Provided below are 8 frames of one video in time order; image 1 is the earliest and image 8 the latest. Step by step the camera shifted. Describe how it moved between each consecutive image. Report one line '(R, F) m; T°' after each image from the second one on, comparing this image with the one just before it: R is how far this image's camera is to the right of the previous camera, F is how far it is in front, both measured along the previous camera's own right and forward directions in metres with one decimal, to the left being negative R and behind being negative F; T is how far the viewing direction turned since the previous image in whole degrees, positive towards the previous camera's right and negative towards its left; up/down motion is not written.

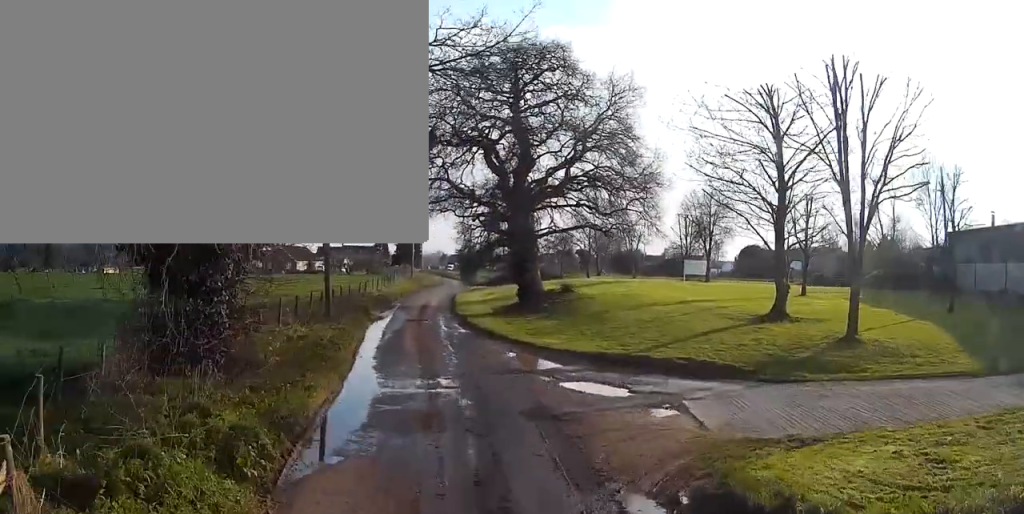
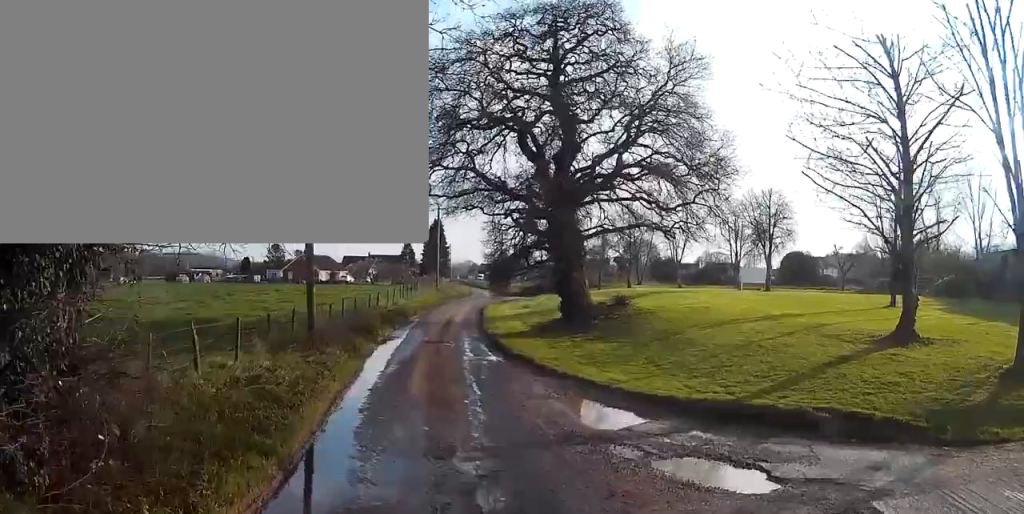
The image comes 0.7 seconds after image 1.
(-0.5, +6.7) m; -3°
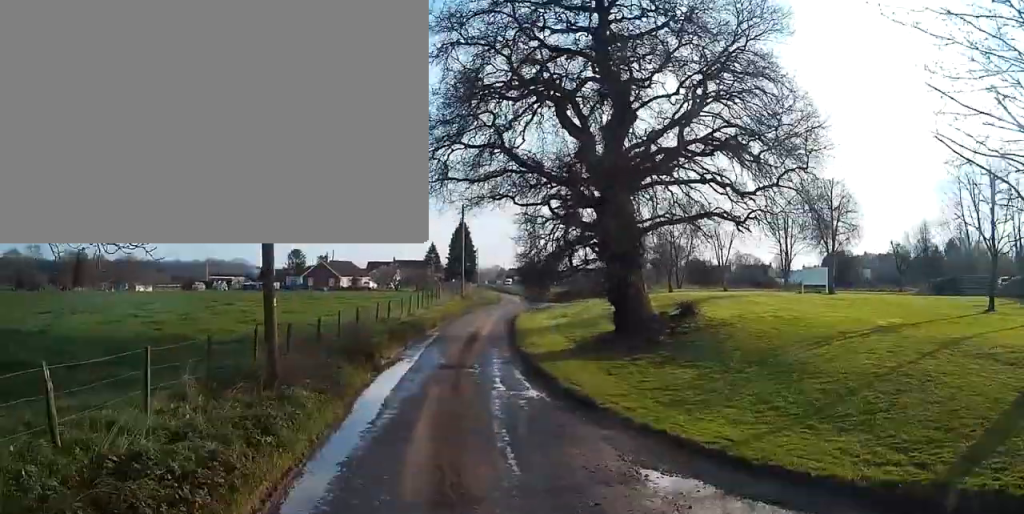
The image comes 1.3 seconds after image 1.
(-0.1, +5.9) m; -1°
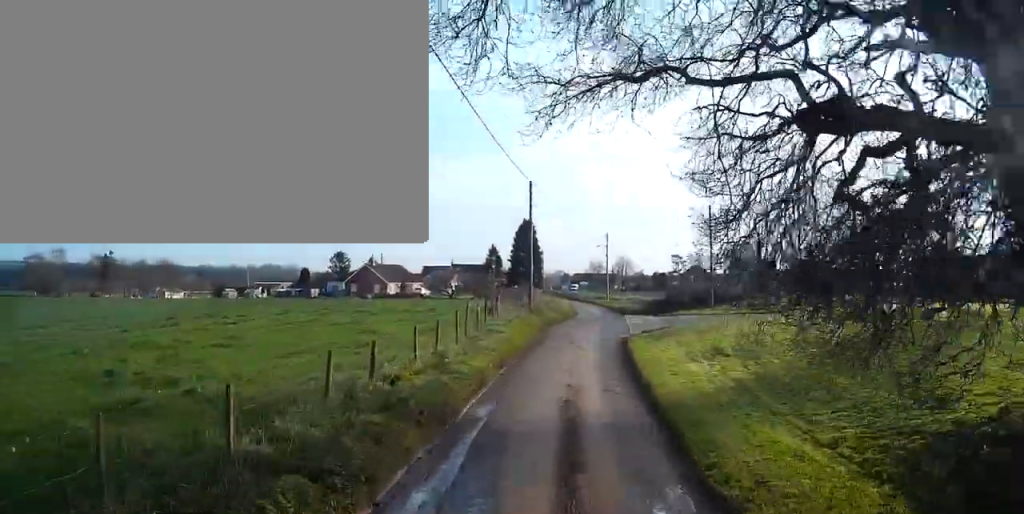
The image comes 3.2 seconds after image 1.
(0.0, +16.6) m; 0°
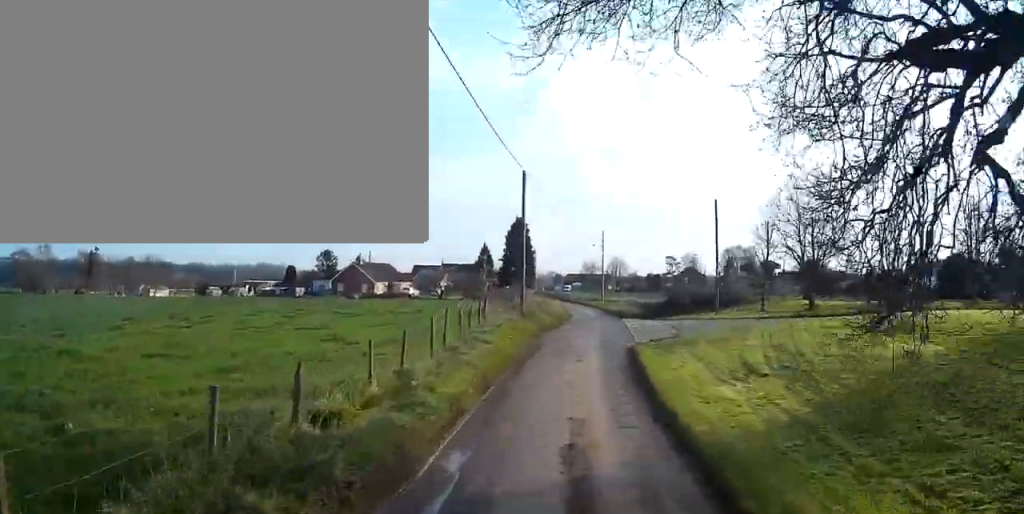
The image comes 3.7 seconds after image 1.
(0.0, +3.9) m; 0°
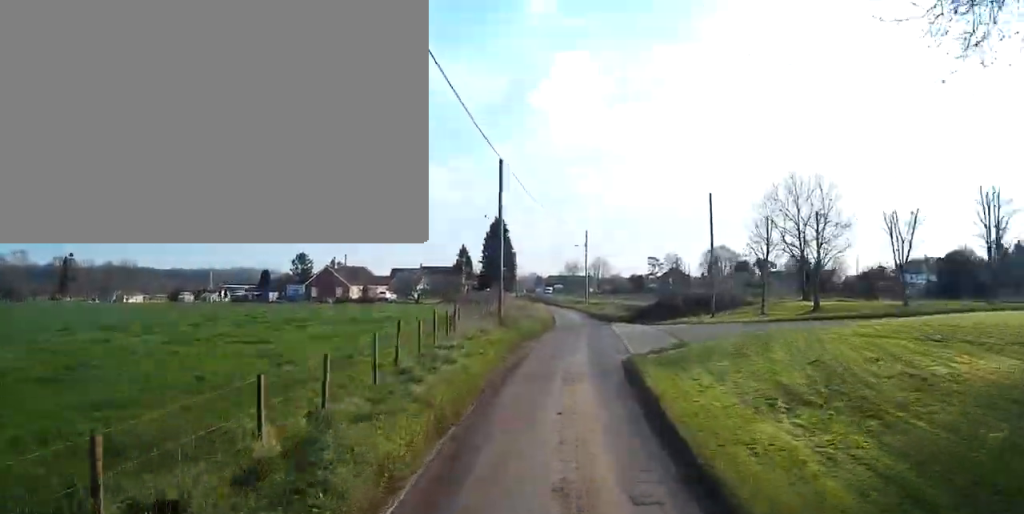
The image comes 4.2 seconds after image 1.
(0.0, +4.0) m; 0°
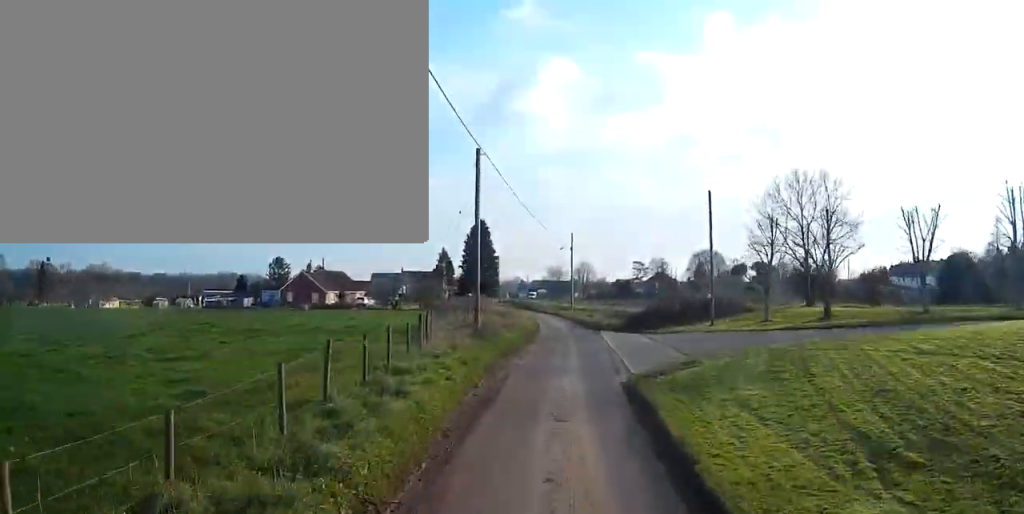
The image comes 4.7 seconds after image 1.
(0.0, +3.9) m; 0°
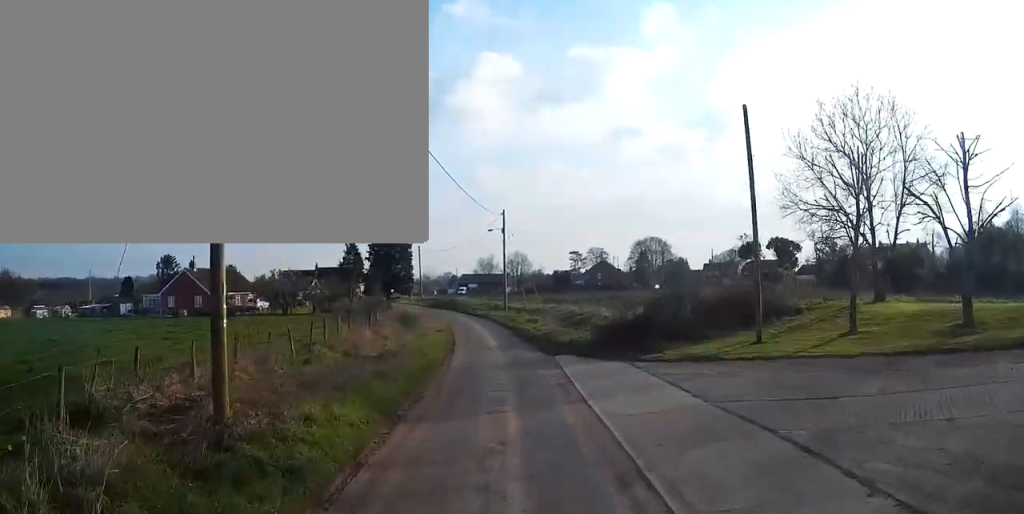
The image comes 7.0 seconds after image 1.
(+0.7, +17.9) m; +4°
